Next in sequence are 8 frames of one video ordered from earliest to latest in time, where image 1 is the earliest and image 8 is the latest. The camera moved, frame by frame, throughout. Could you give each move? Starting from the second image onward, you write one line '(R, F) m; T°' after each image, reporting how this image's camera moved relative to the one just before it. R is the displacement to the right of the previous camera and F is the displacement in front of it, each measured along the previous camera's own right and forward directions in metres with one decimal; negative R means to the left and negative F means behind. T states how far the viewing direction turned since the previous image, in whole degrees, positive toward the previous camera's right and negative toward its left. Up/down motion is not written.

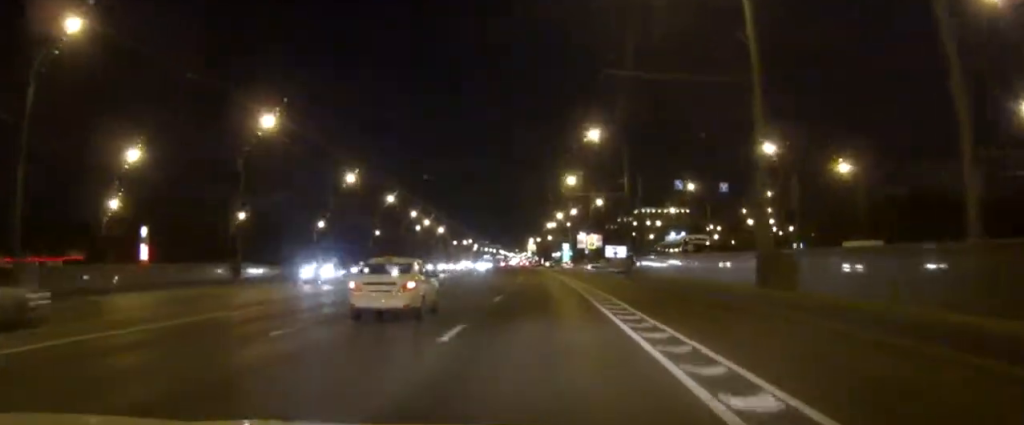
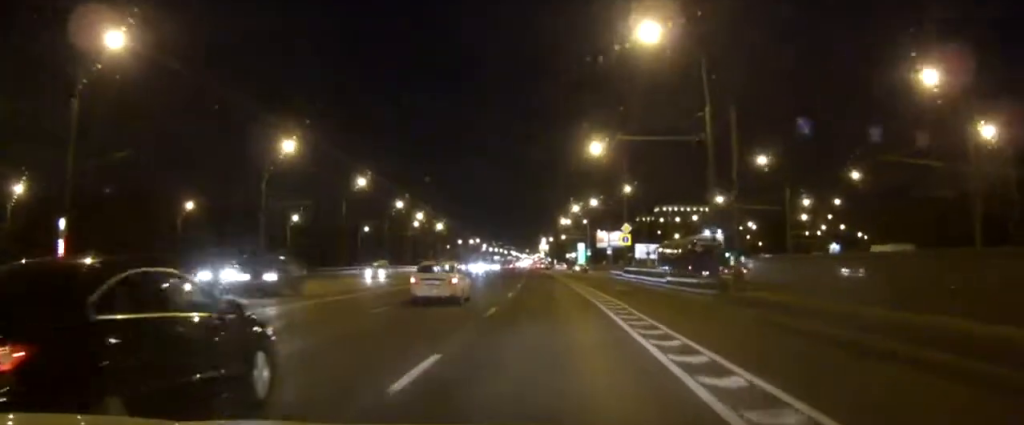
(-0.2, +28.4) m; -1°
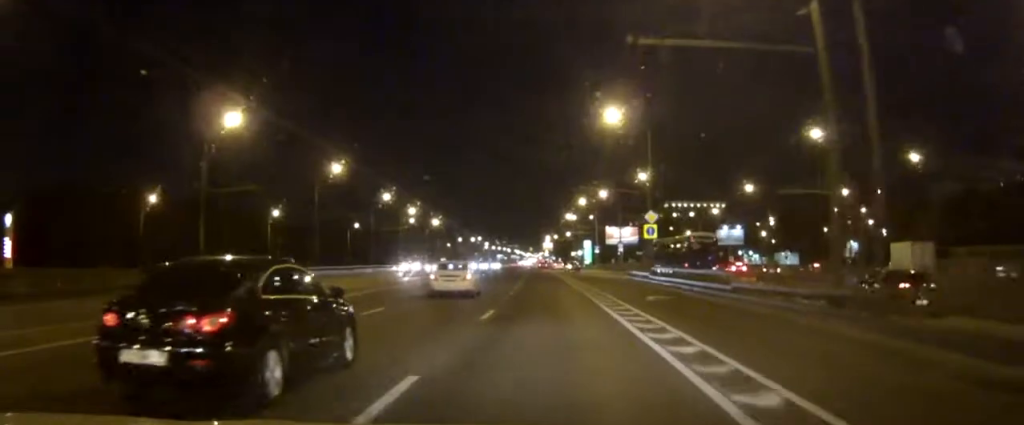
(-0.1, +14.1) m; 0°
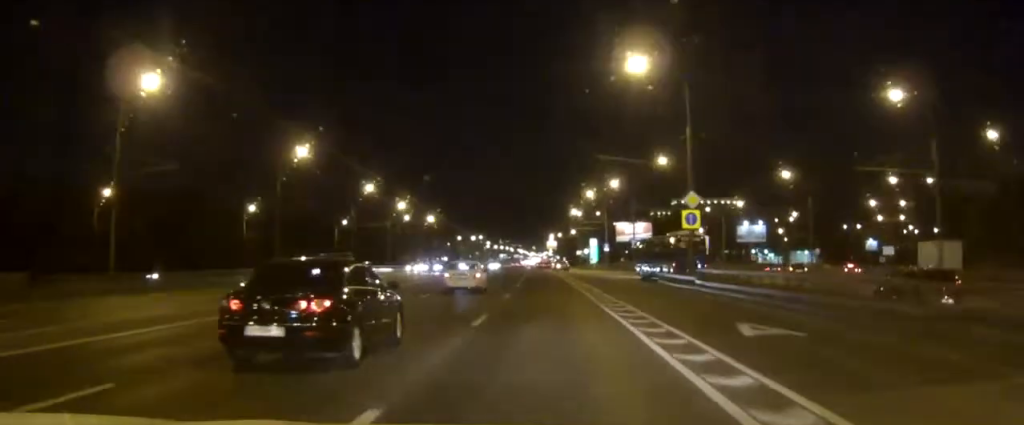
(0.0, +14.0) m; 0°
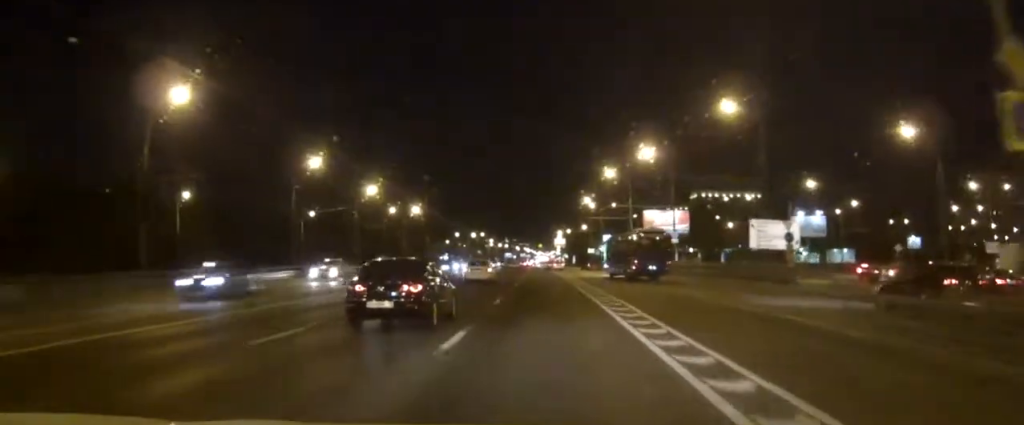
(-0.1, +28.4) m; -1°
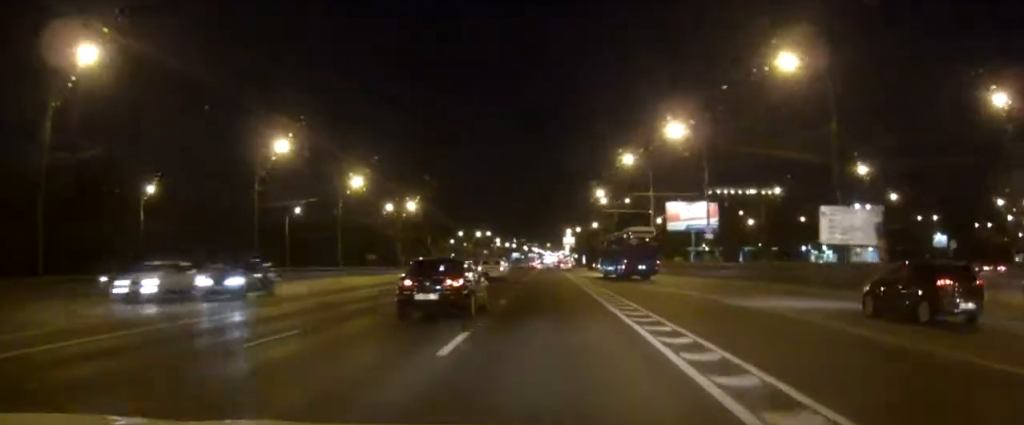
(0.0, +12.7) m; 0°
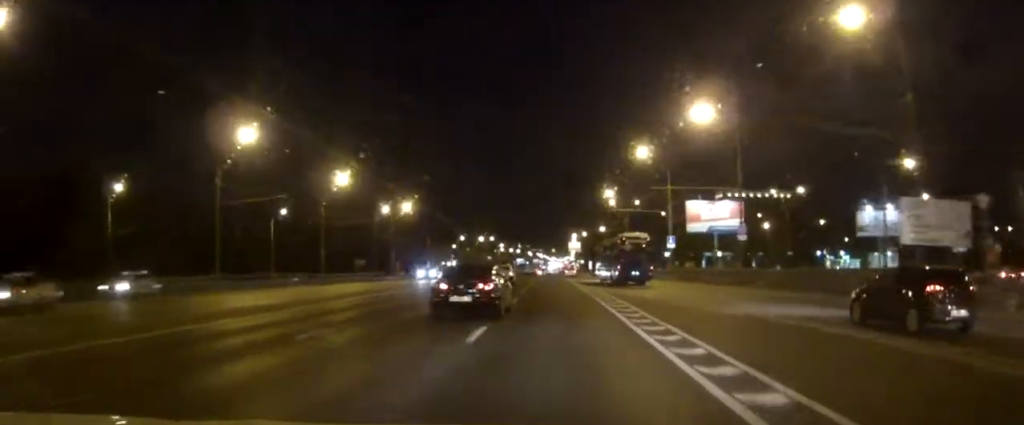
(0.0, +9.4) m; 0°
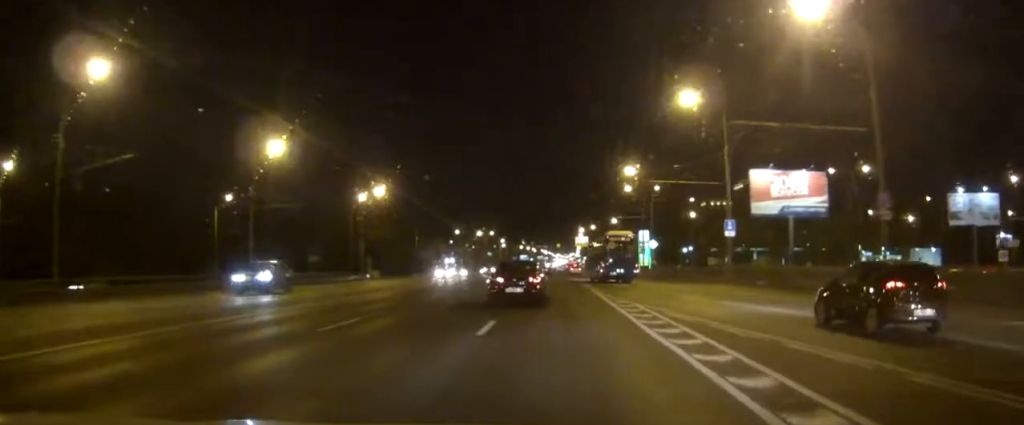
(-0.1, +23.0) m; -1°
